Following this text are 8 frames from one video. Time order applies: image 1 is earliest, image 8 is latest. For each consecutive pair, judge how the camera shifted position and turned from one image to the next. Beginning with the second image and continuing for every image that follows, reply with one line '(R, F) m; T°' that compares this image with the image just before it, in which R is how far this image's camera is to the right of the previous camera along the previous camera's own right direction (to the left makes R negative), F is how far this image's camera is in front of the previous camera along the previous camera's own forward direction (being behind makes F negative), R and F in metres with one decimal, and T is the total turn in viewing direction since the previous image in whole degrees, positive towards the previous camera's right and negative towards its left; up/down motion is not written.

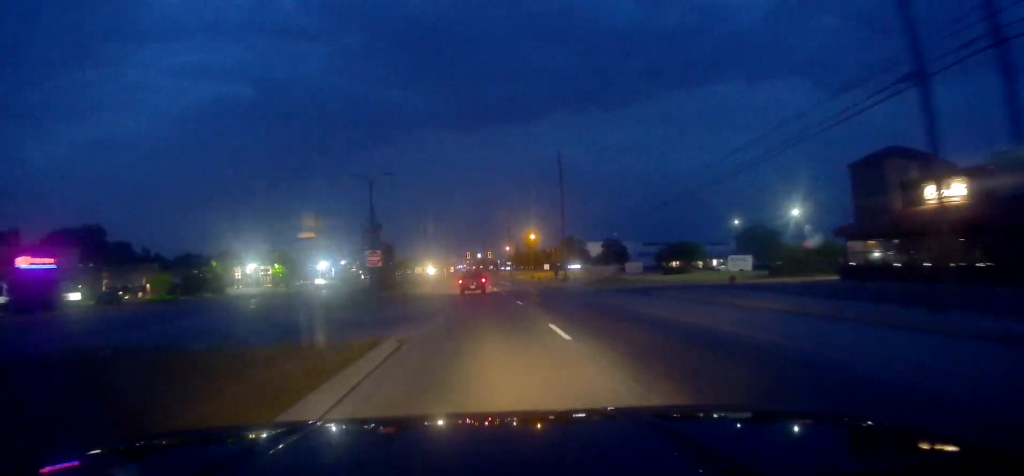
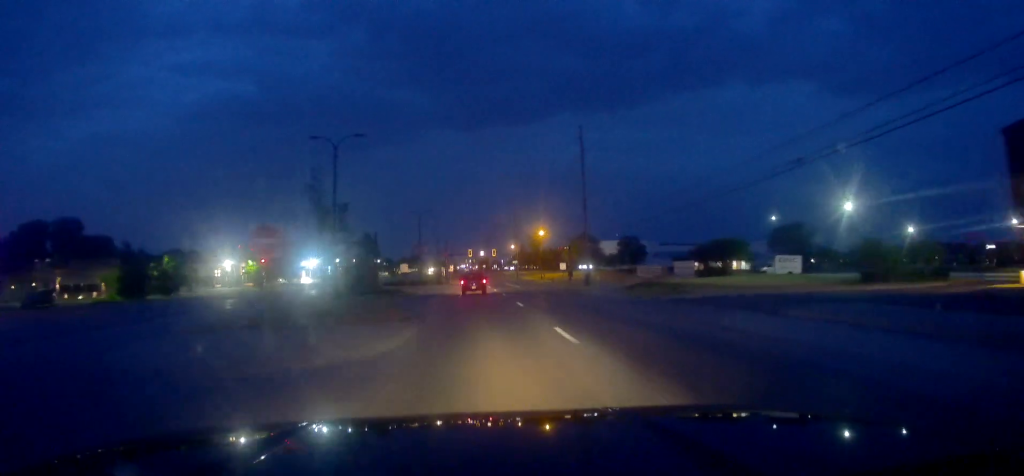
(+0.1, +14.8) m; +1°
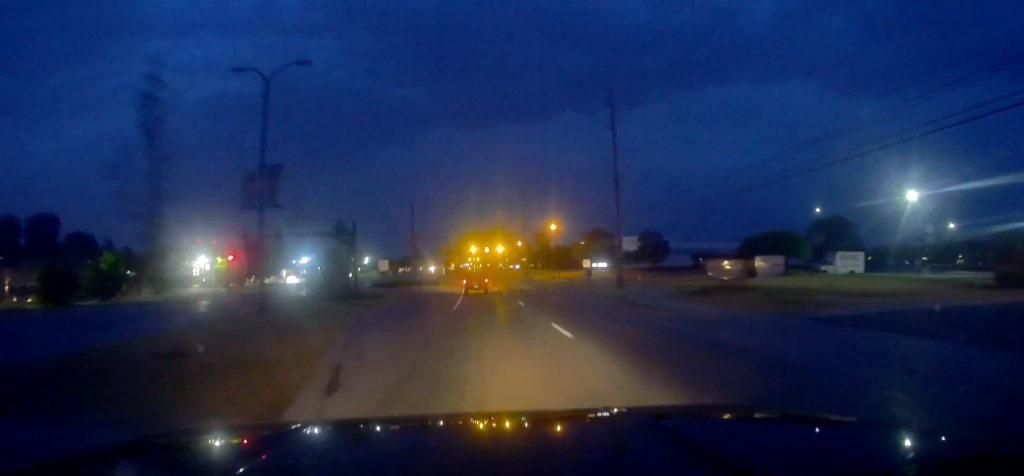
(+0.1, +13.8) m; +1°
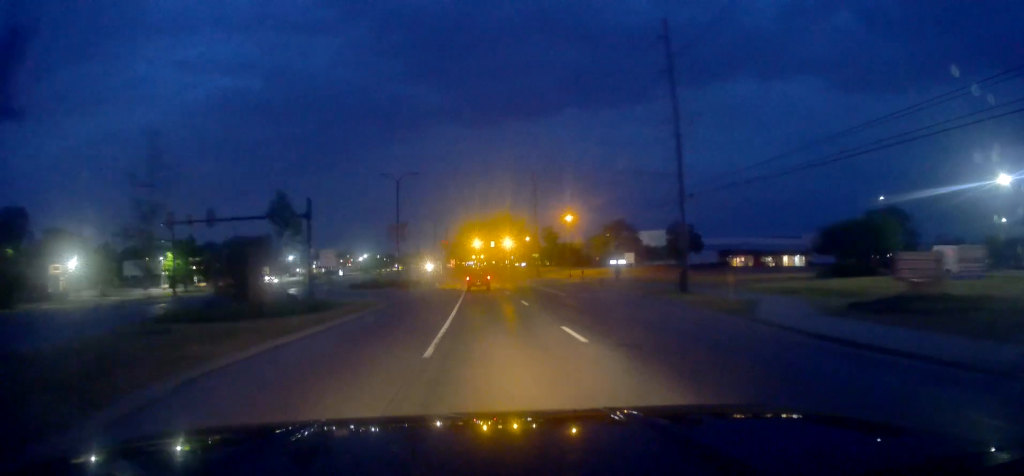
(0.0, +15.9) m; 0°
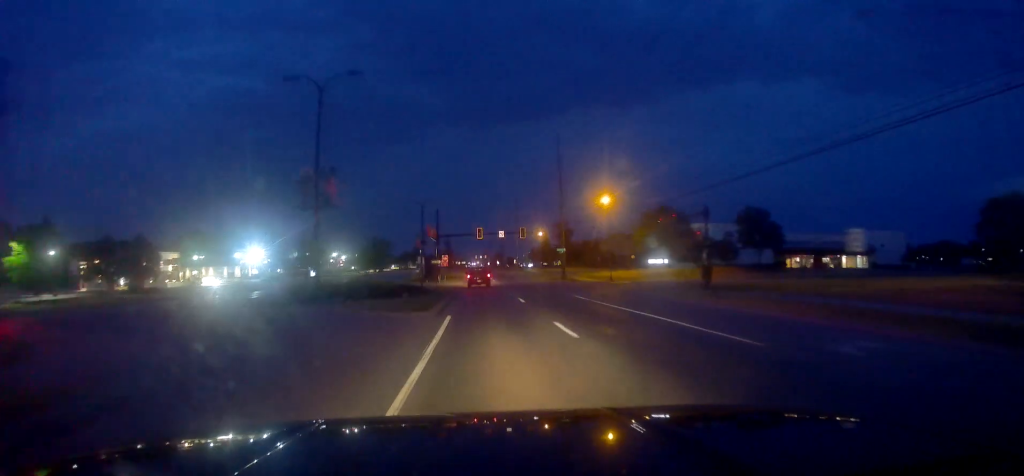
(0.0, +28.4) m; -2°
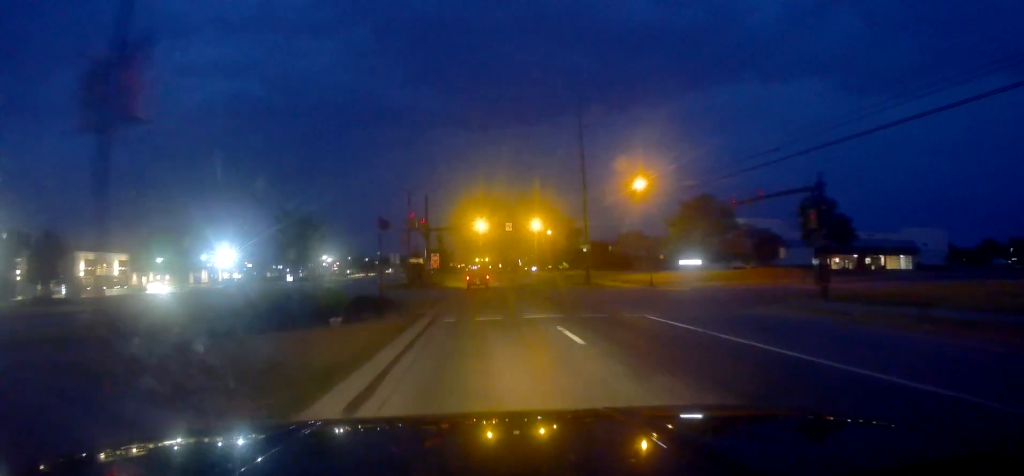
(-0.4, +16.4) m; -1°
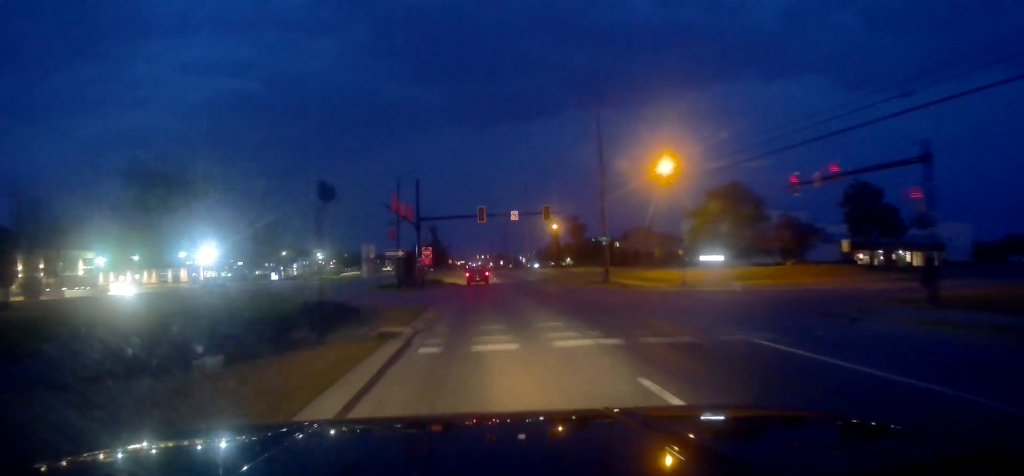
(-0.3, +8.6) m; 0°
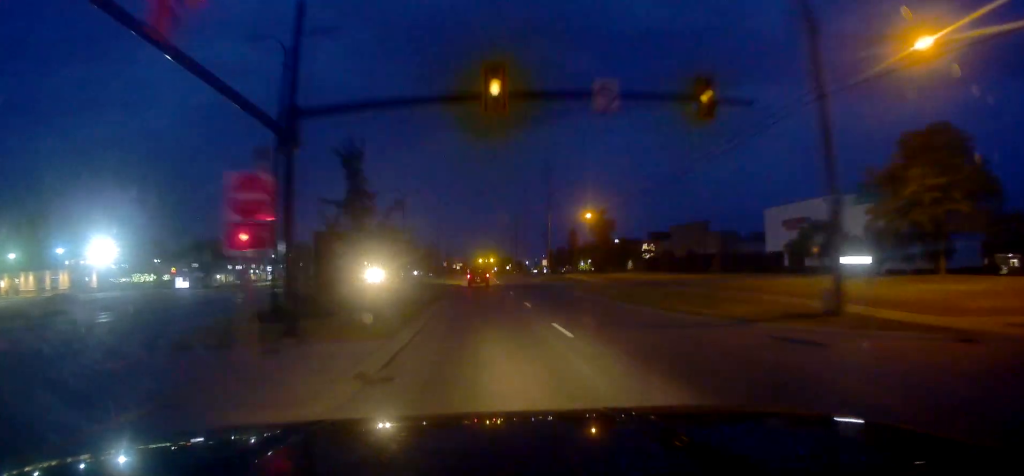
(+1.4, +35.5) m; +1°
